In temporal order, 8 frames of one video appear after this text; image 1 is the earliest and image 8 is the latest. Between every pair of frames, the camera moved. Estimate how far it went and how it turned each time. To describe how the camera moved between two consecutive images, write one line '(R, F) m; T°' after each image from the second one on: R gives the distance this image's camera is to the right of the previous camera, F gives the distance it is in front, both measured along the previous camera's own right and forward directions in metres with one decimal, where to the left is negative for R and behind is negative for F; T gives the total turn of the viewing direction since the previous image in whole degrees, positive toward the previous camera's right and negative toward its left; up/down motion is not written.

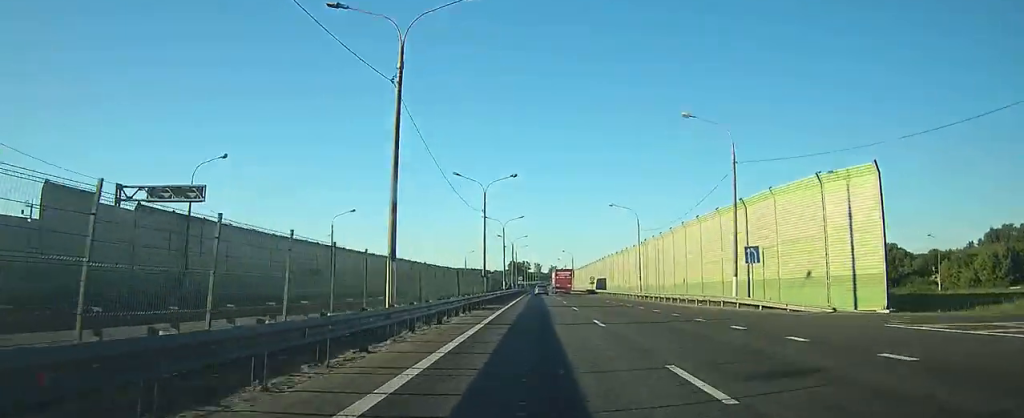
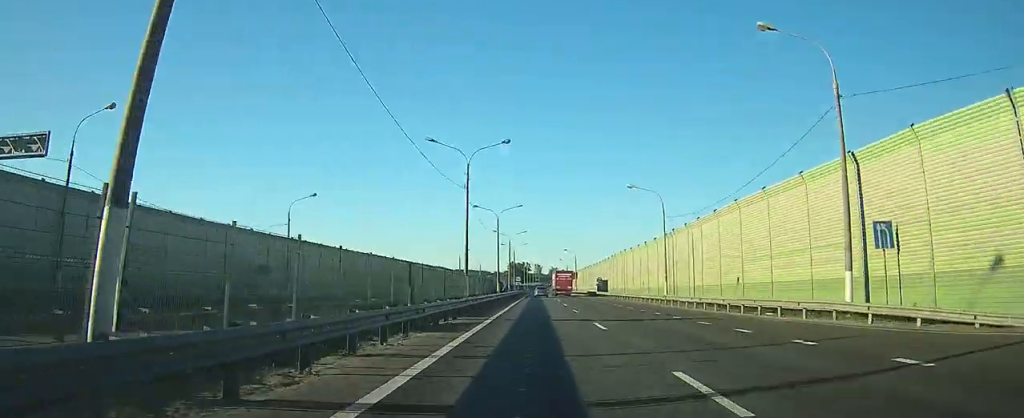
(0.0, +12.5) m; 0°
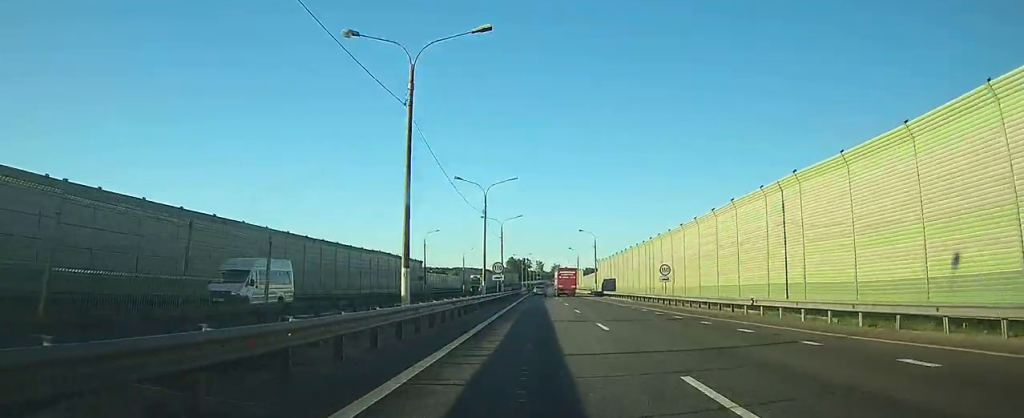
(+0.2, +48.3) m; 0°
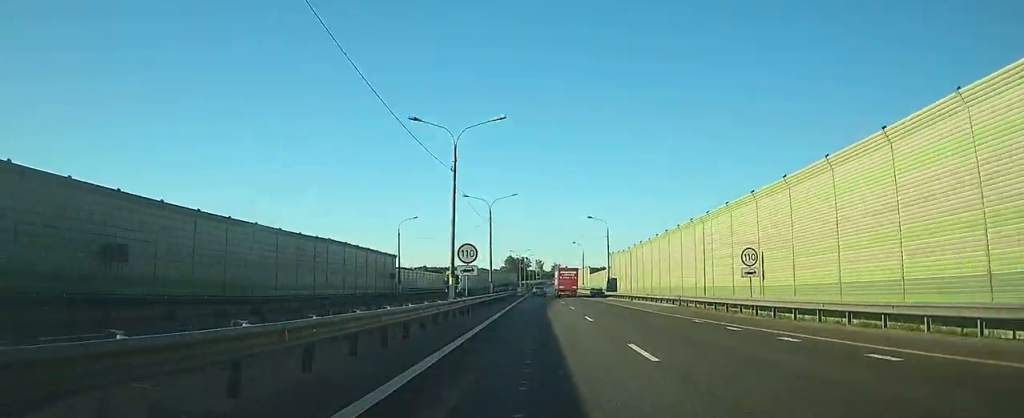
(0.0, +19.0) m; 0°
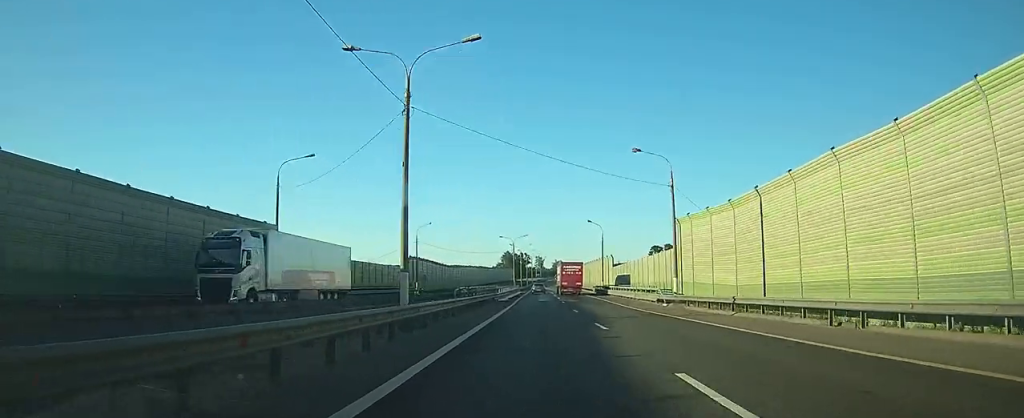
(-0.1, +40.5) m; 0°
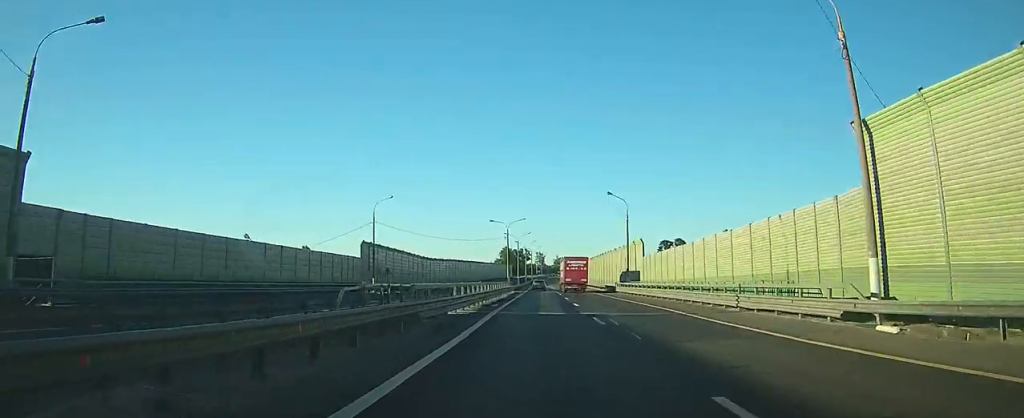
(-0.1, +25.8) m; 0°
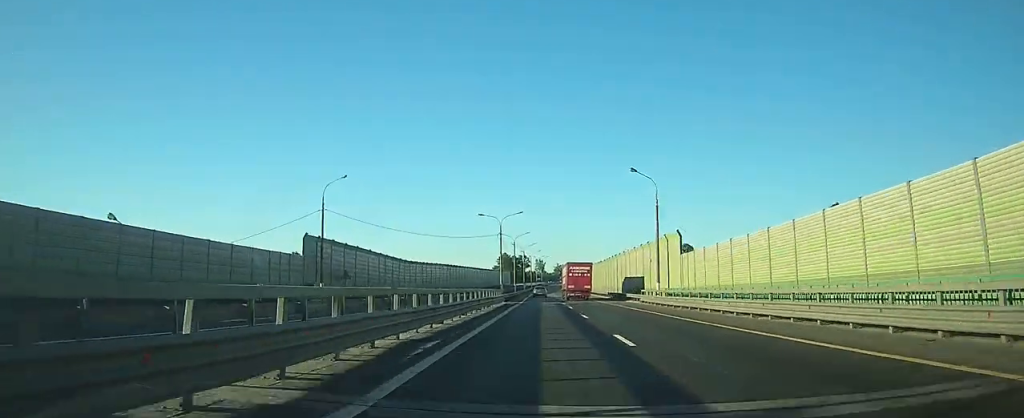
(0.0, +17.3) m; 0°
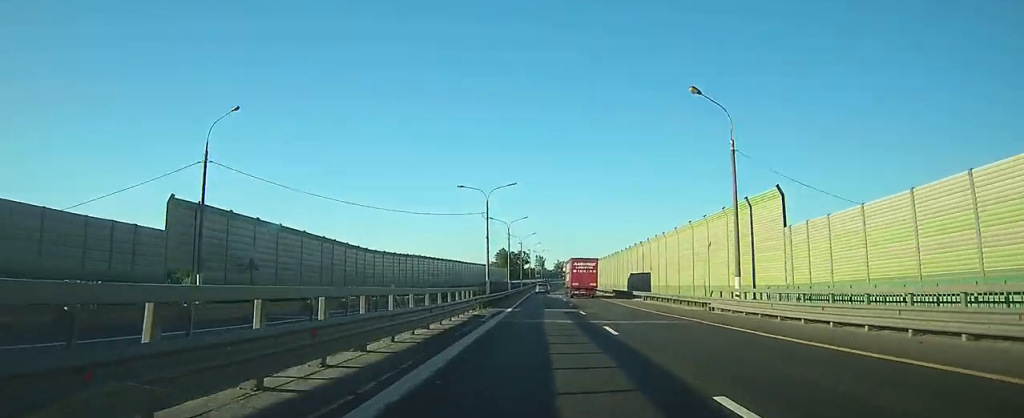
(0.0, +20.5) m; 0°
